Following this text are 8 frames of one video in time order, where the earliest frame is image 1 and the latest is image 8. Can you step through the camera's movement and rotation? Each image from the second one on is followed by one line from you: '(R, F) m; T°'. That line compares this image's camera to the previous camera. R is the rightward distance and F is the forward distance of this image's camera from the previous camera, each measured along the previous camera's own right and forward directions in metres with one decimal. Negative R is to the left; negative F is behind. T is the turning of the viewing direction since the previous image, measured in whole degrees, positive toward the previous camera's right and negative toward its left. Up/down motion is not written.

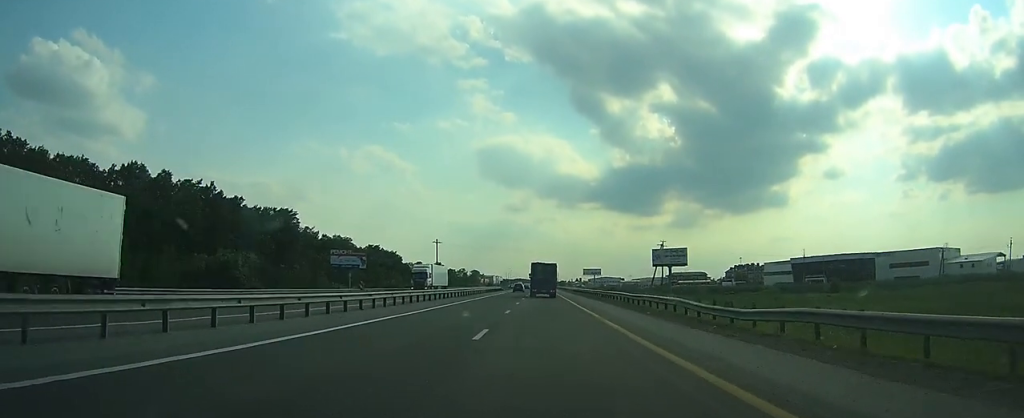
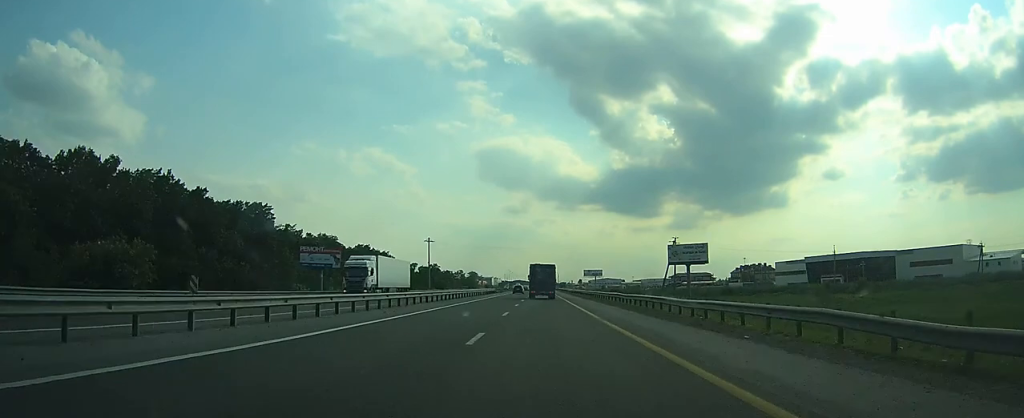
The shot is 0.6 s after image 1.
(0.0, +13.0) m; 0°
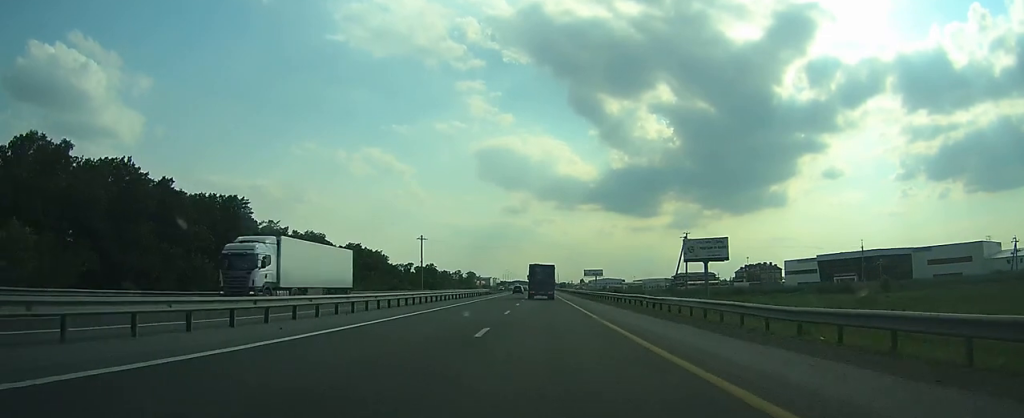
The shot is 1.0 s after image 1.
(0.0, +9.9) m; 0°
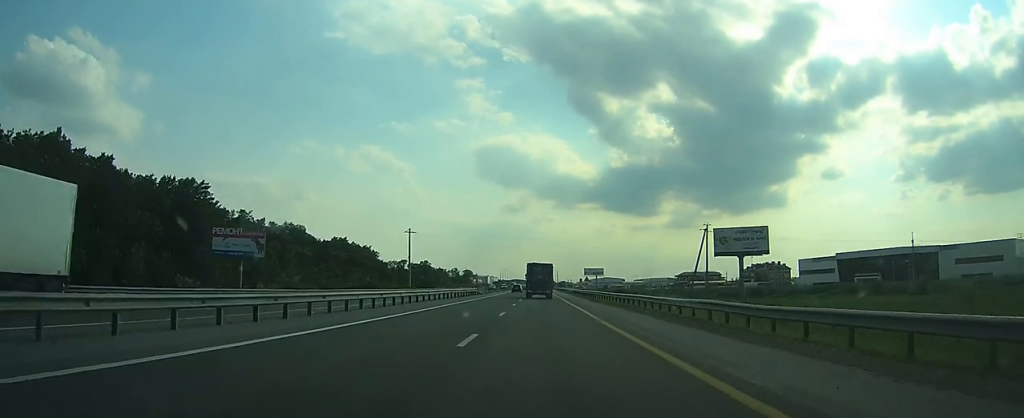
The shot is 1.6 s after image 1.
(0.0, +14.5) m; 0°
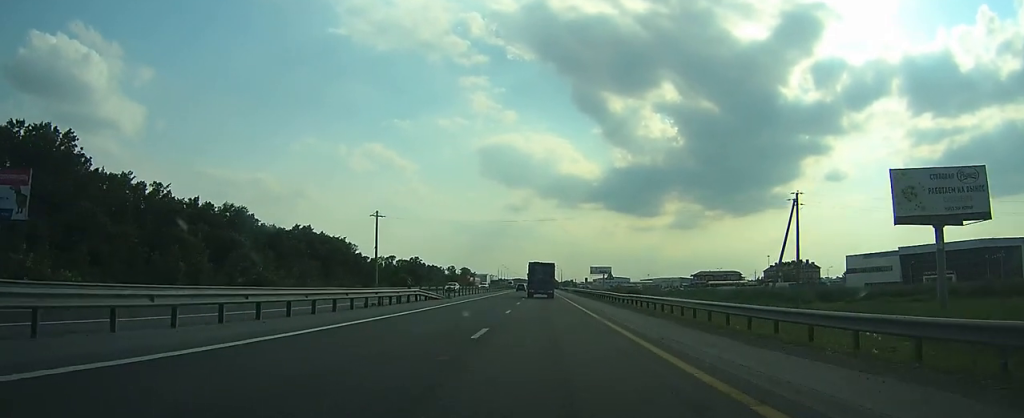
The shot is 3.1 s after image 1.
(+0.2, +34.4) m; 0°
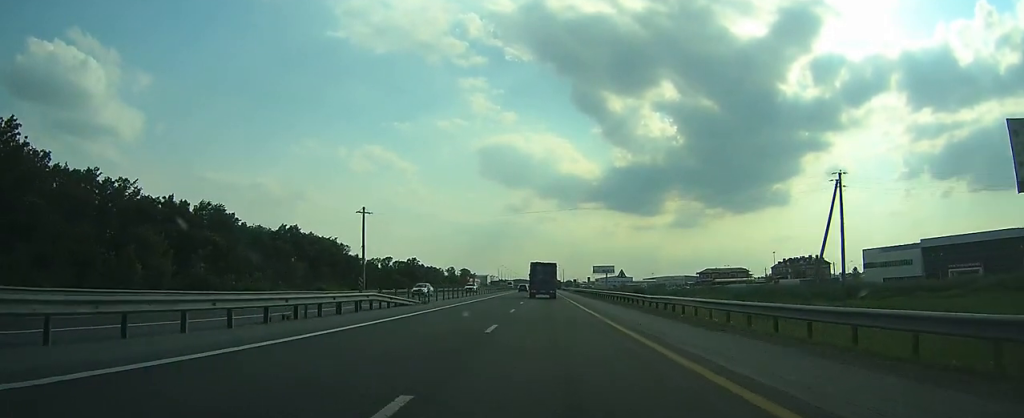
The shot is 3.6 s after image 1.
(0.0, +9.9) m; 0°
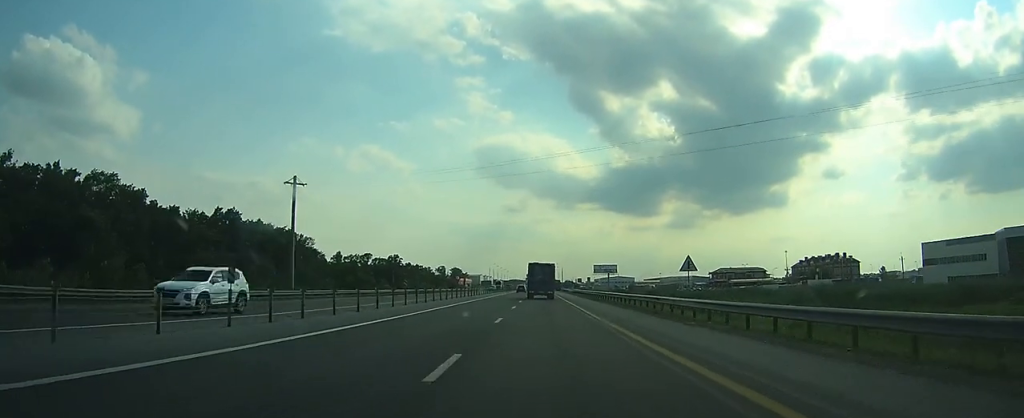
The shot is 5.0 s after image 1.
(-0.3, +32.5) m; -1°
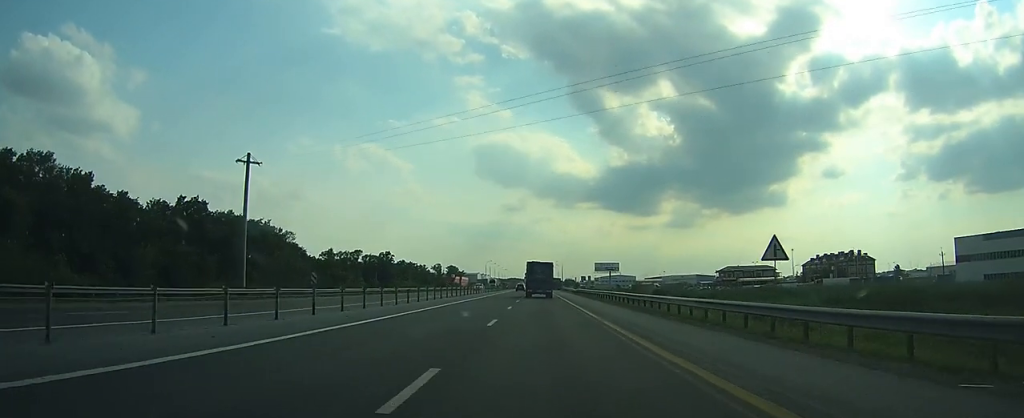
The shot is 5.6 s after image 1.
(0.0, +14.2) m; 0°
